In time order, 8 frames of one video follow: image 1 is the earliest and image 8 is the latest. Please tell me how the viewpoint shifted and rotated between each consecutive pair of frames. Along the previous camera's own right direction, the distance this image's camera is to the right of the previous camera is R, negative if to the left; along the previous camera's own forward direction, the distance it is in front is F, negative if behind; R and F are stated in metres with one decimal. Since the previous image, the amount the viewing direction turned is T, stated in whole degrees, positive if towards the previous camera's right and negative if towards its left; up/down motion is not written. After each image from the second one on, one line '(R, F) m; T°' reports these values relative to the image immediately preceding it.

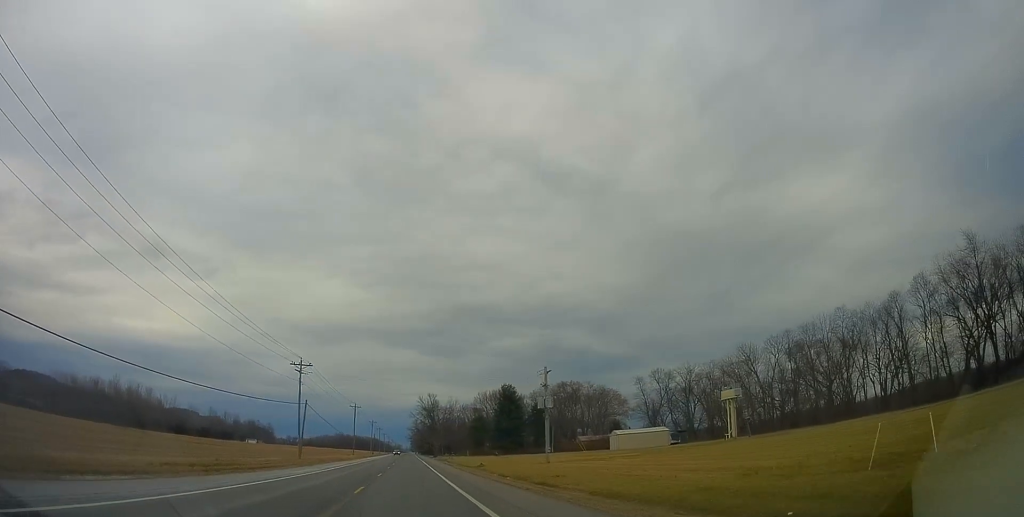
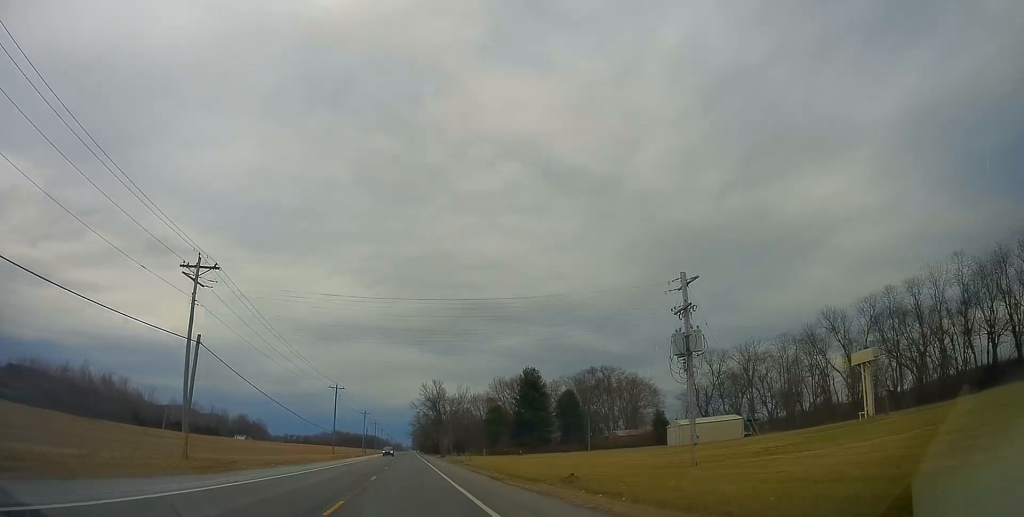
(-0.1, +32.1) m; 0°
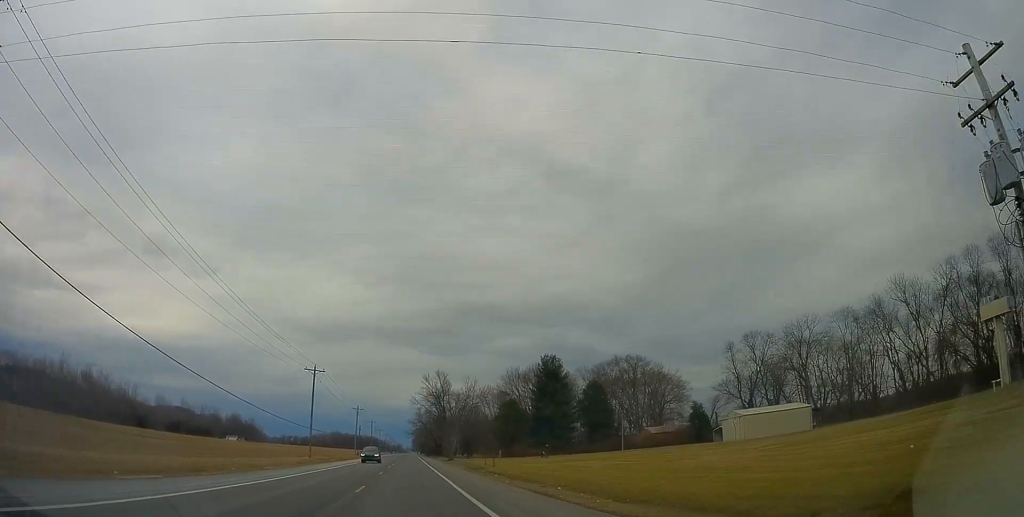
(+0.1, +20.5) m; 0°
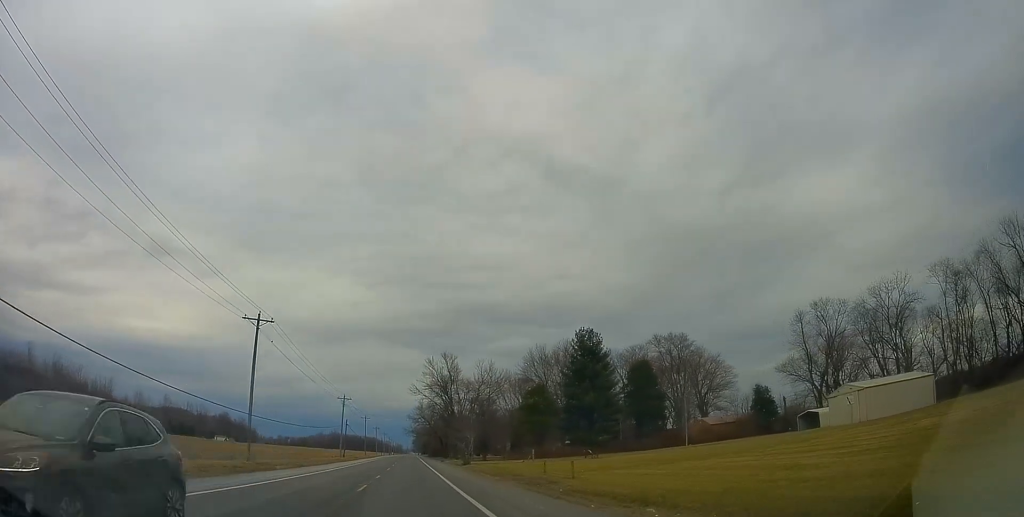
(0.0, +26.0) m; 0°
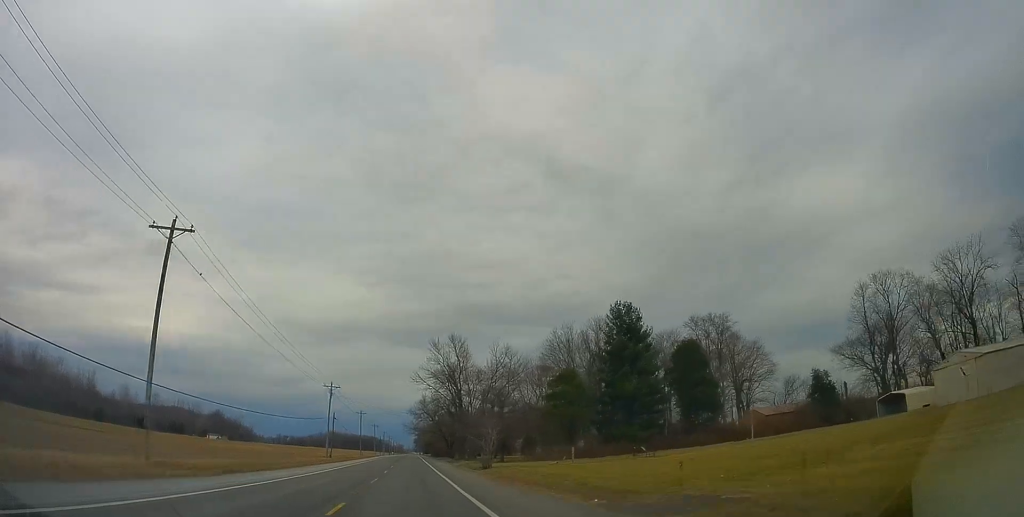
(0.0, +17.2) m; 0°
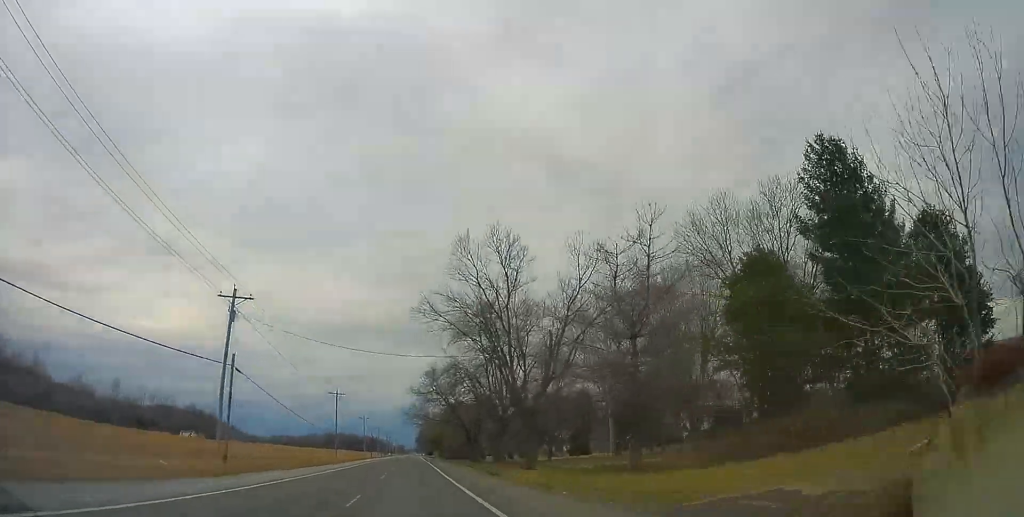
(0.0, +46.2) m; 0°
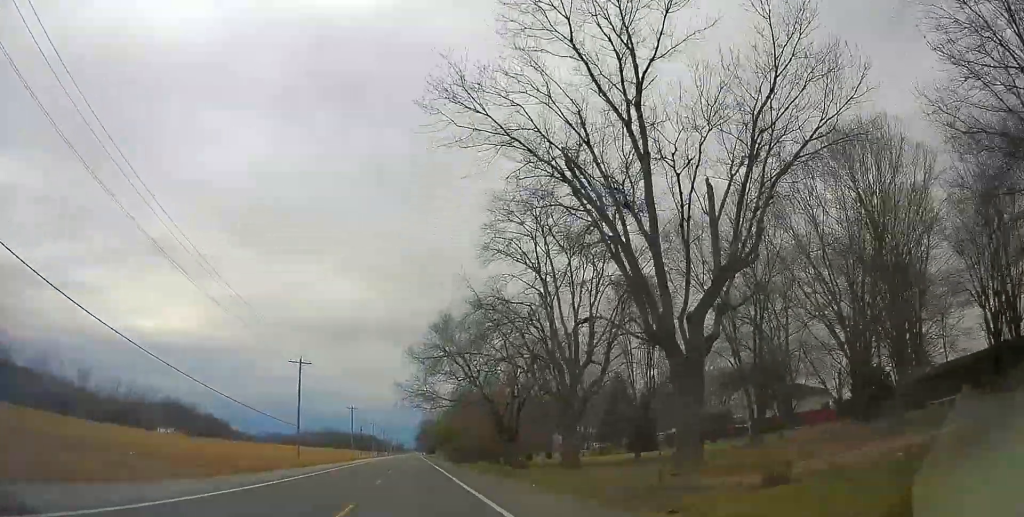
(0.0, +30.0) m; 0°
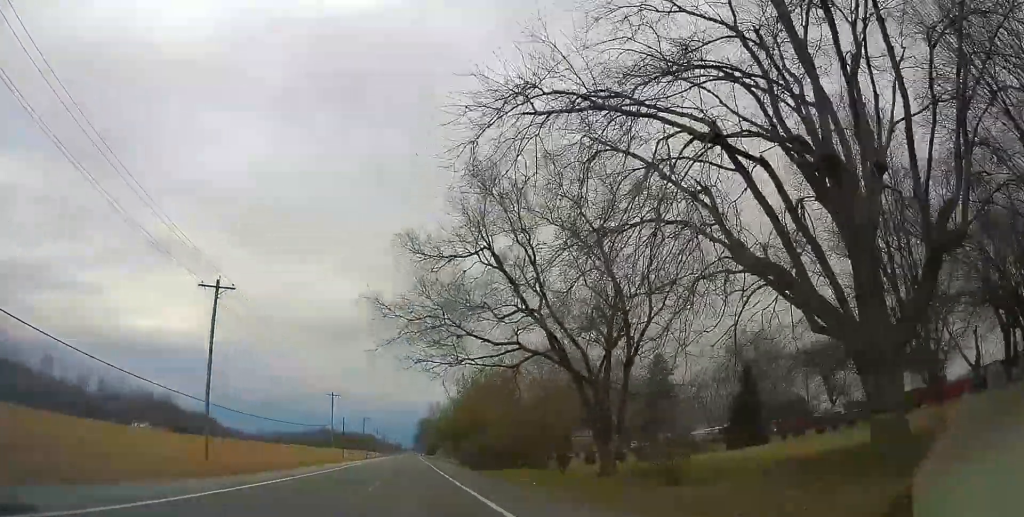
(0.0, +27.2) m; 0°
